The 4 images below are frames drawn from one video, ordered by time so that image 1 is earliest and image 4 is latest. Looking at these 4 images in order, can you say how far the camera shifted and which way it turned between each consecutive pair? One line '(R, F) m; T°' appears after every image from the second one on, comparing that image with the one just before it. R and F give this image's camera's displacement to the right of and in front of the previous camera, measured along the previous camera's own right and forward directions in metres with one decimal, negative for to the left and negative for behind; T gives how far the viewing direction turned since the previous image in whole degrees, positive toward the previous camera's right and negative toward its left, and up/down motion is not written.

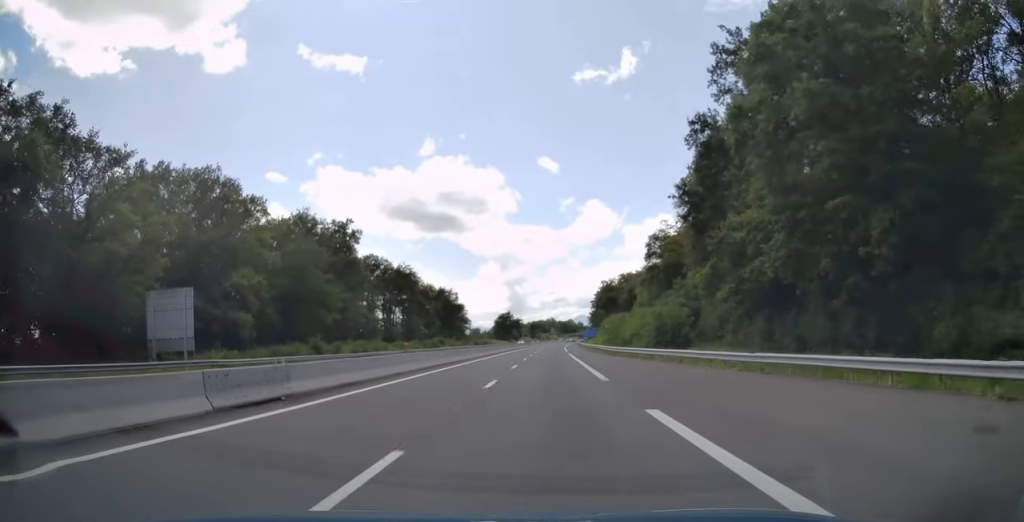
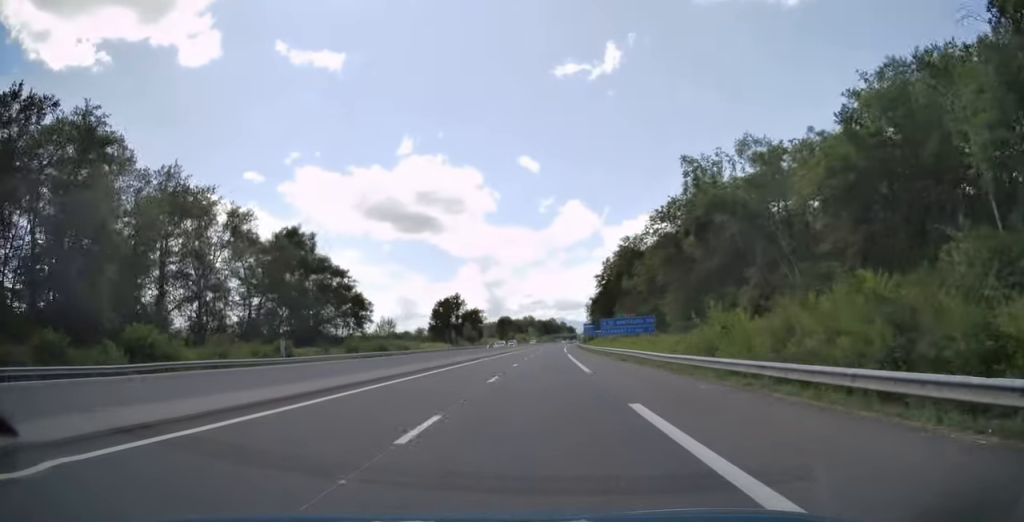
(+2.4, +98.1) m; +2°
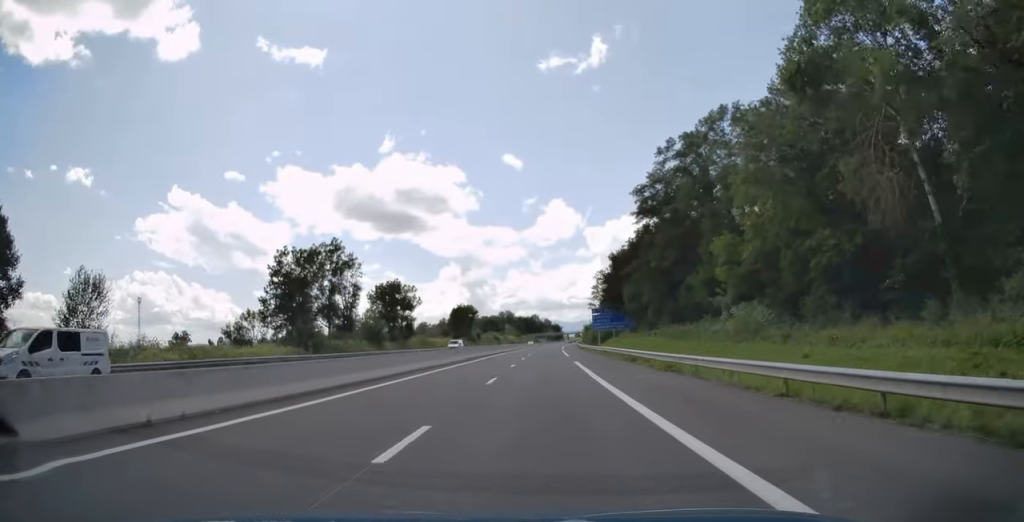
(+1.3, +78.3) m; +2°
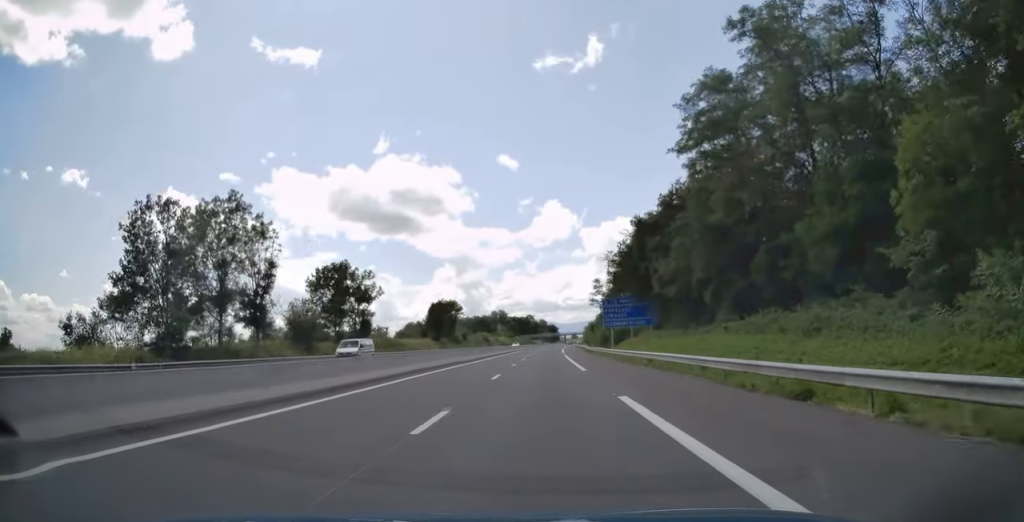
(+0.1, +23.6) m; +1°
